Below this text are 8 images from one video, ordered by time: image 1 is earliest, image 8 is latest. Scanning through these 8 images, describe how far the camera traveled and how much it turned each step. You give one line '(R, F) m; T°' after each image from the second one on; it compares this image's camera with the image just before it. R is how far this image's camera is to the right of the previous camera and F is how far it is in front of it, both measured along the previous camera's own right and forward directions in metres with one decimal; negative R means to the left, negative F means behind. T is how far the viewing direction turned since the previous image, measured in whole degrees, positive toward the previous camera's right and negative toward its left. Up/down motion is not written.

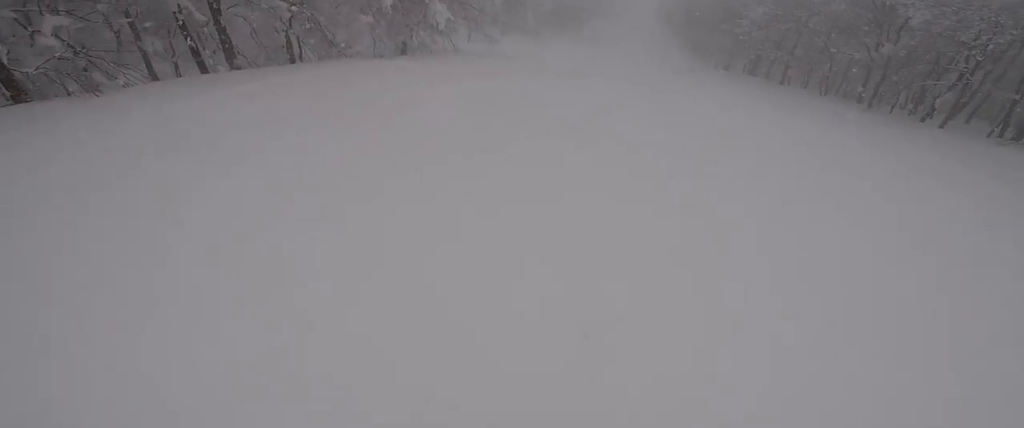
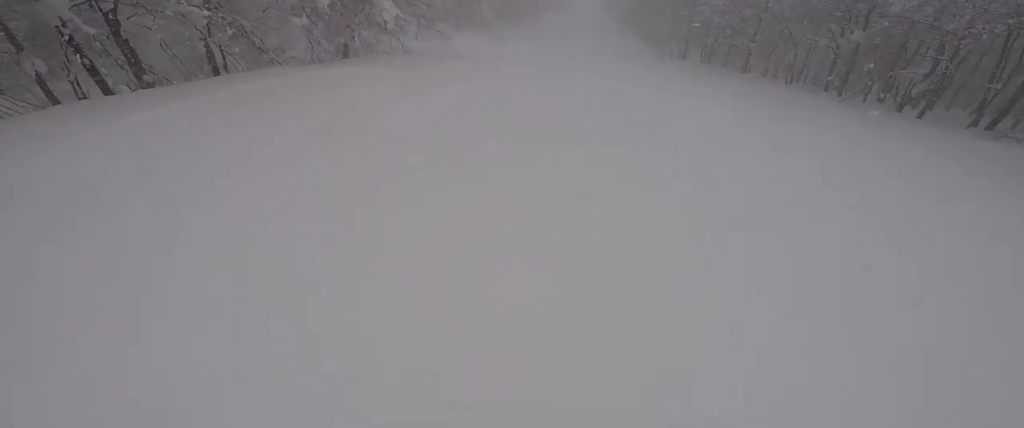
(-0.1, +2.0) m; -1°
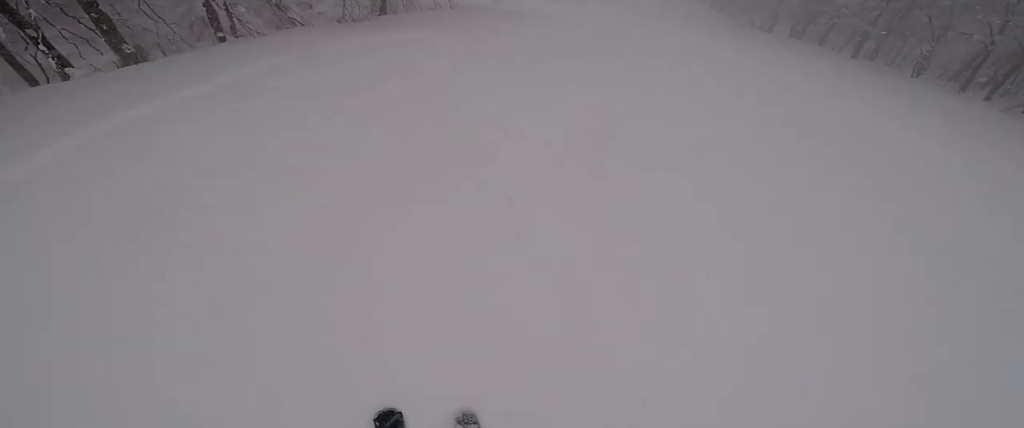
(0.0, +3.8) m; +21°
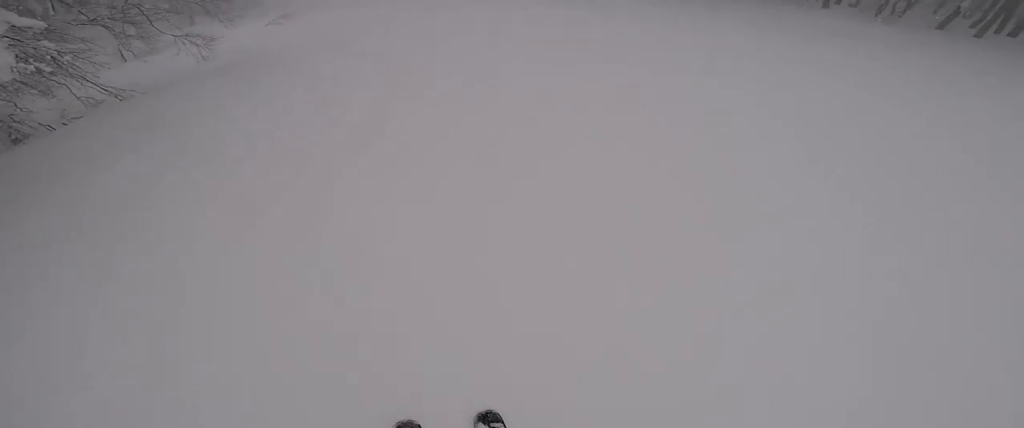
(+3.0, +10.1) m; +22°
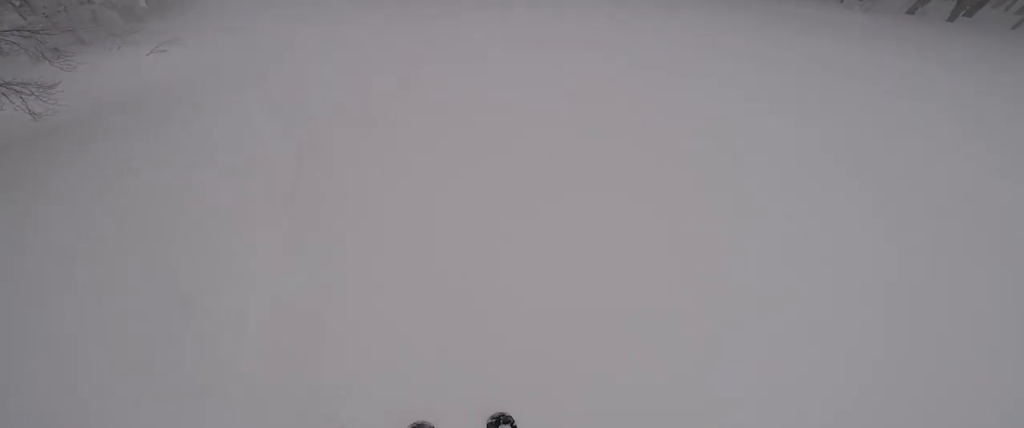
(+0.4, +3.5) m; +6°
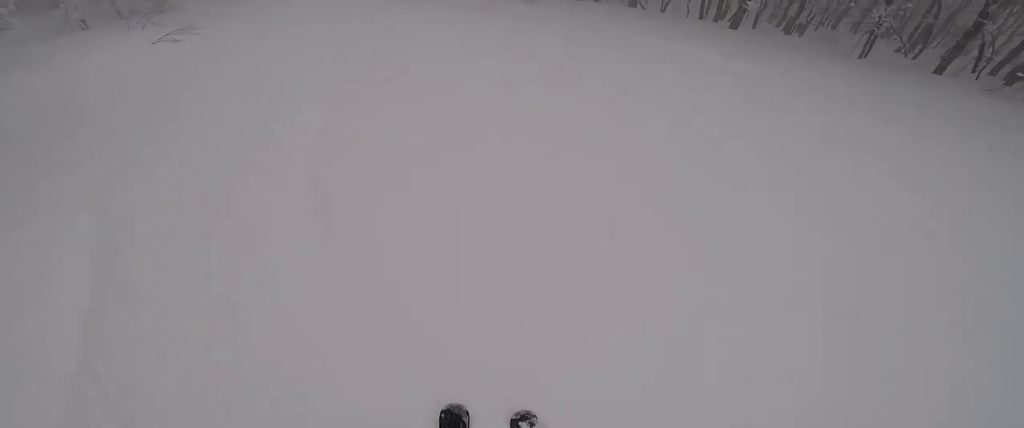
(+0.2, +5.8) m; -4°
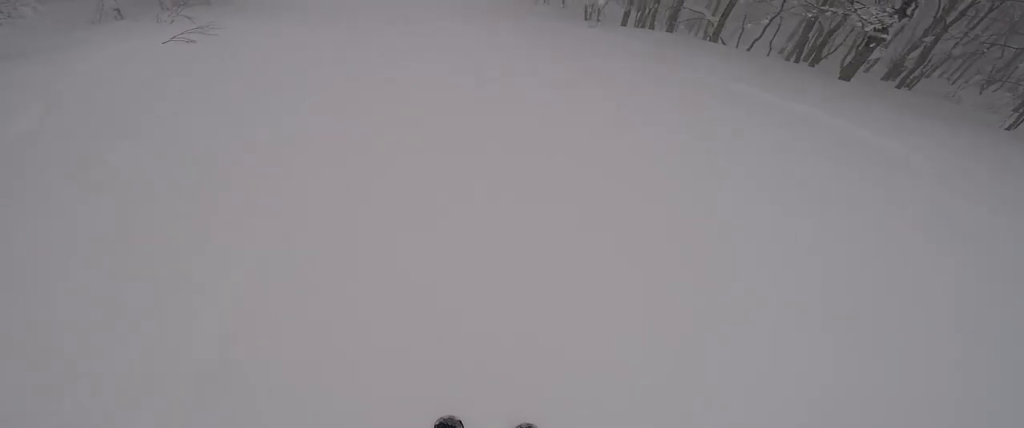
(0.0, +3.0) m; -2°
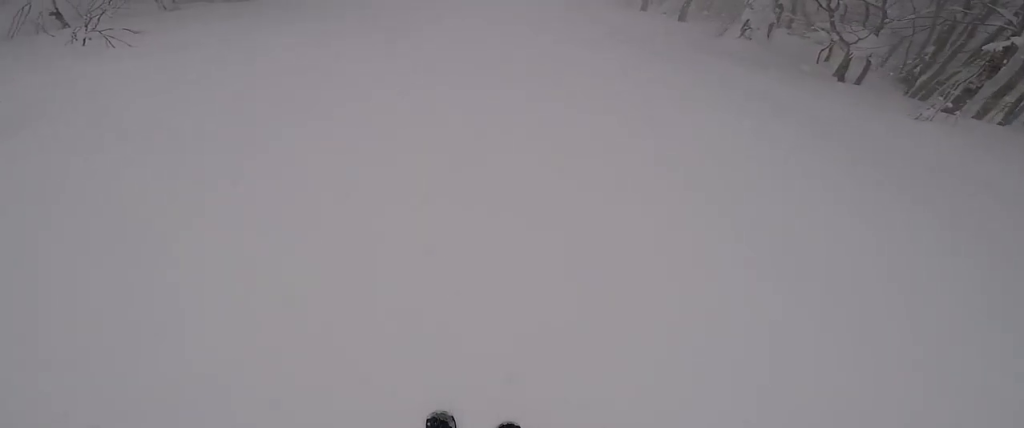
(-0.2, +10.4) m; +1°
